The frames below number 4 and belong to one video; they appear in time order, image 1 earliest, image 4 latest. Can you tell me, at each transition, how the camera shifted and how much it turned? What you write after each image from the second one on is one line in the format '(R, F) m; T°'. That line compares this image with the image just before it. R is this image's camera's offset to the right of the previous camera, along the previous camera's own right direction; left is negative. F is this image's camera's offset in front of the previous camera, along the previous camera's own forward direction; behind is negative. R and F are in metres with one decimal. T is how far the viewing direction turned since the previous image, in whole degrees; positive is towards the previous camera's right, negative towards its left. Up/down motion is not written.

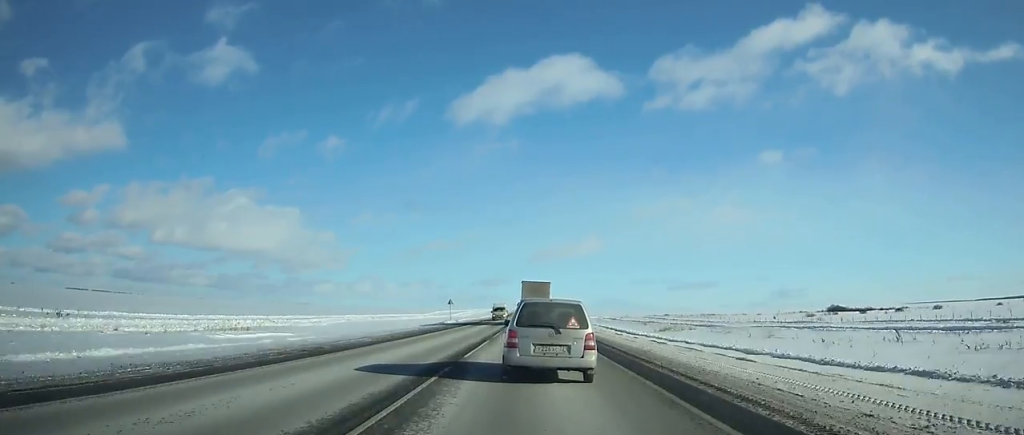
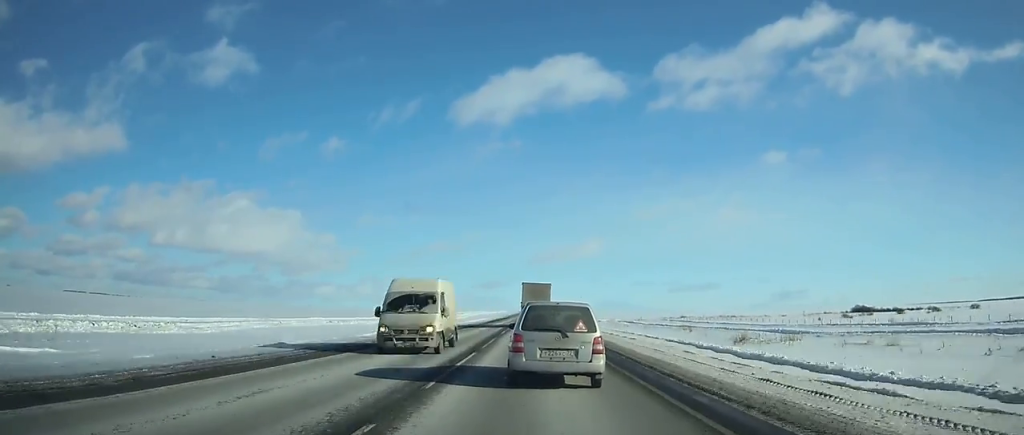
(+0.2, +29.7) m; 0°
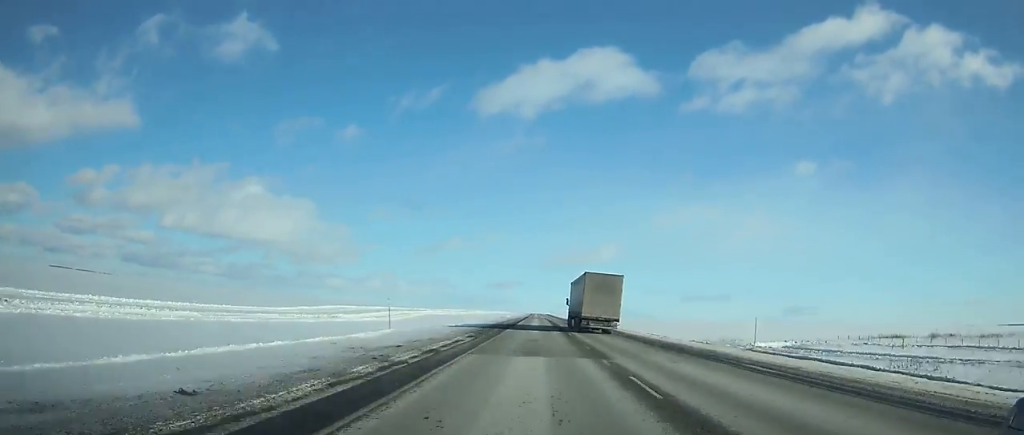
(-2.8, +164.7) m; -1°
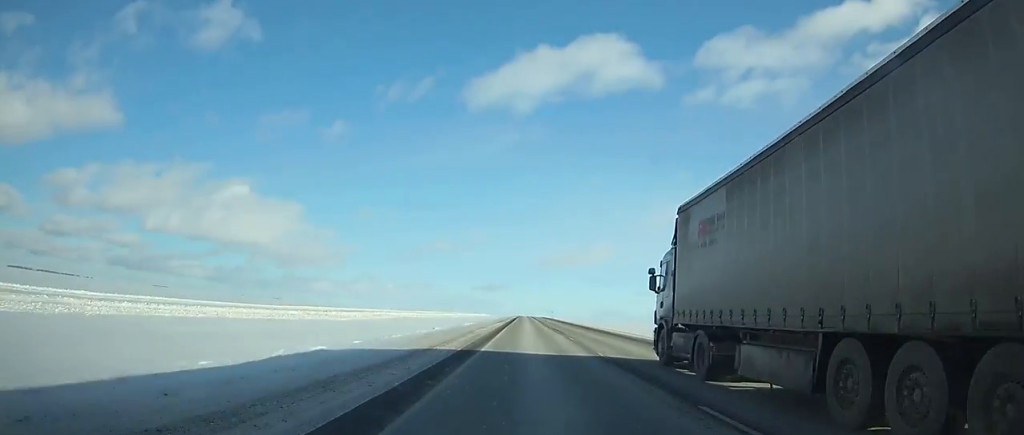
(+2.3, +188.7) m; +1°
